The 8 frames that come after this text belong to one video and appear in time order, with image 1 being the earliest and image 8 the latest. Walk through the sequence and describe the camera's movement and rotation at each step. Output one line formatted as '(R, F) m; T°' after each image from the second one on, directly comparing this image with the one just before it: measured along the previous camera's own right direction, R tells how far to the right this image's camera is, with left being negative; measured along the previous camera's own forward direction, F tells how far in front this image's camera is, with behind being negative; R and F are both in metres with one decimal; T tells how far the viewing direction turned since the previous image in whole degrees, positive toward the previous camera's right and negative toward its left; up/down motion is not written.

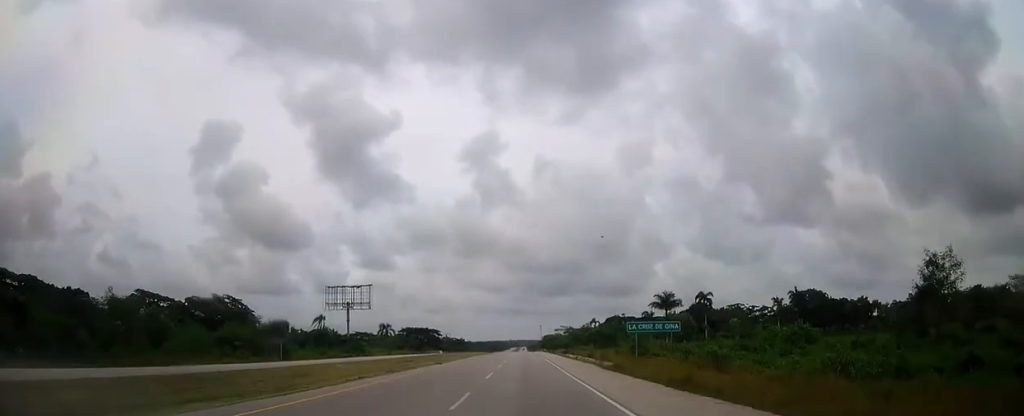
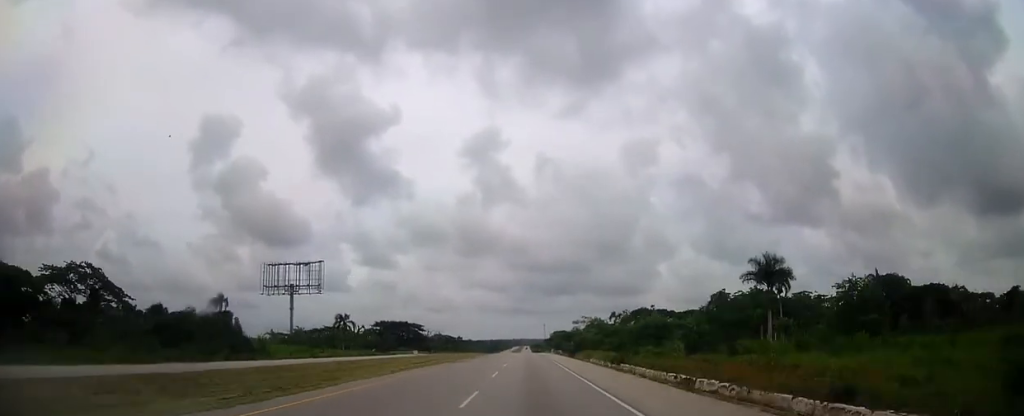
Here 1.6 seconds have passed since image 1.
(-0.1, +46.9) m; 0°
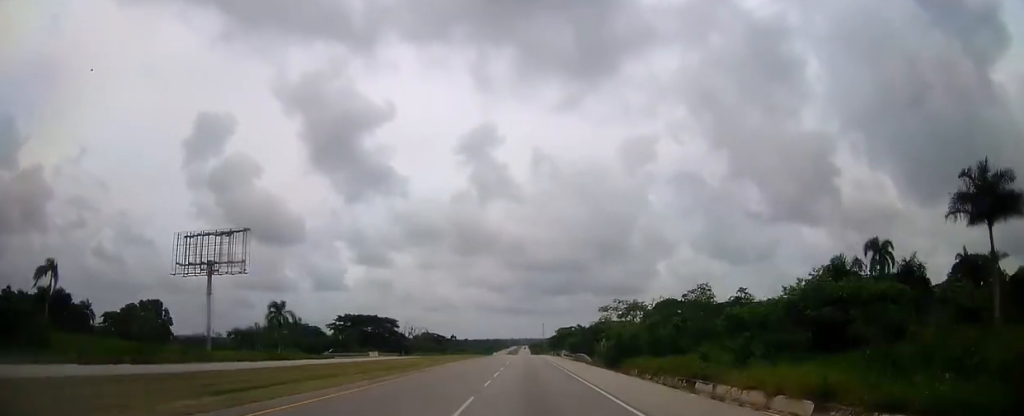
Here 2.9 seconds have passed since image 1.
(+0.1, +37.7) m; 0°
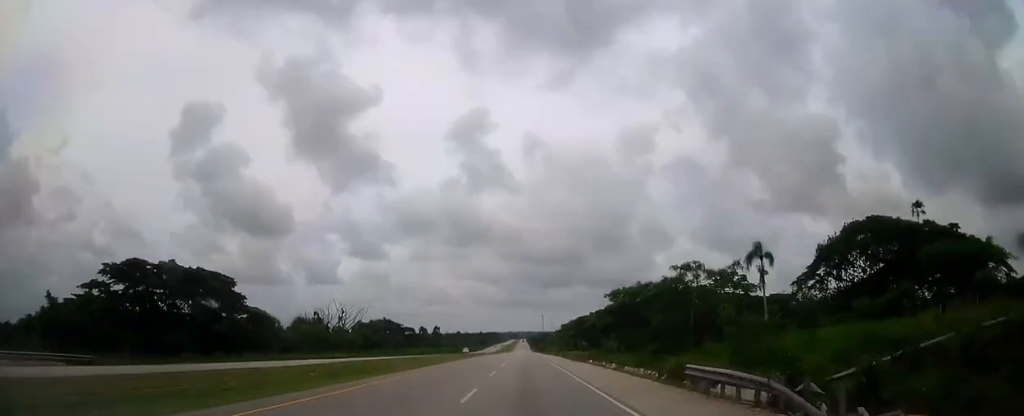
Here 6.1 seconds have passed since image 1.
(+0.1, +93.1) m; 0°
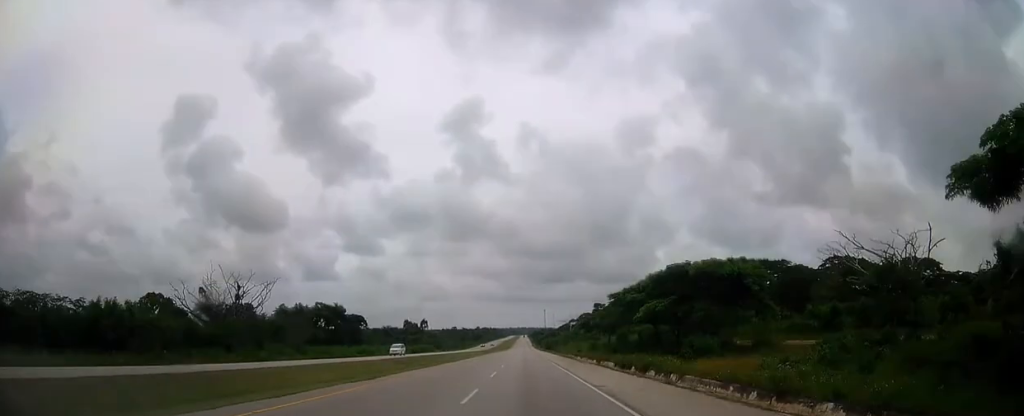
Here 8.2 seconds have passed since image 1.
(0.0, +60.9) m; 0°
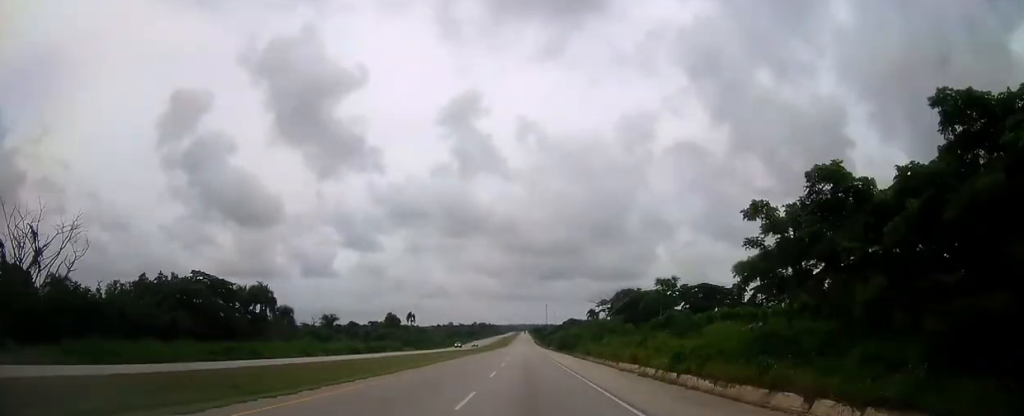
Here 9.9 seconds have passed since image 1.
(0.0, +49.2) m; 0°
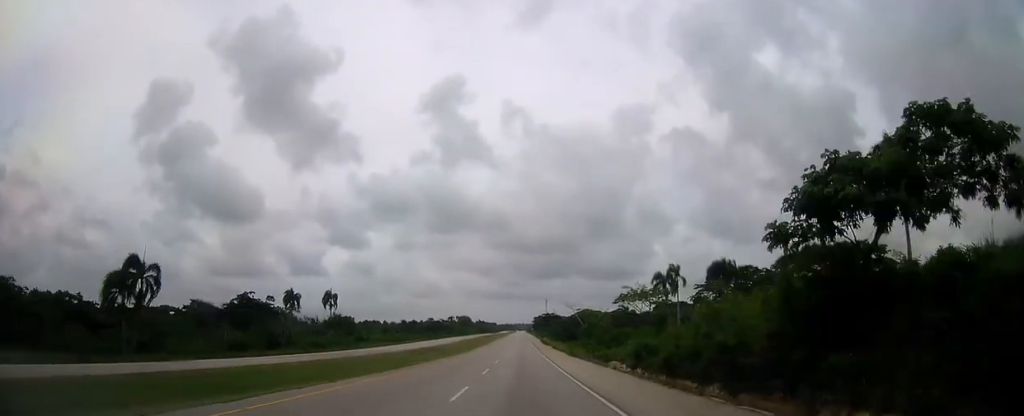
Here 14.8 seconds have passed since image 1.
(+0.5, +142.5) m; 0°
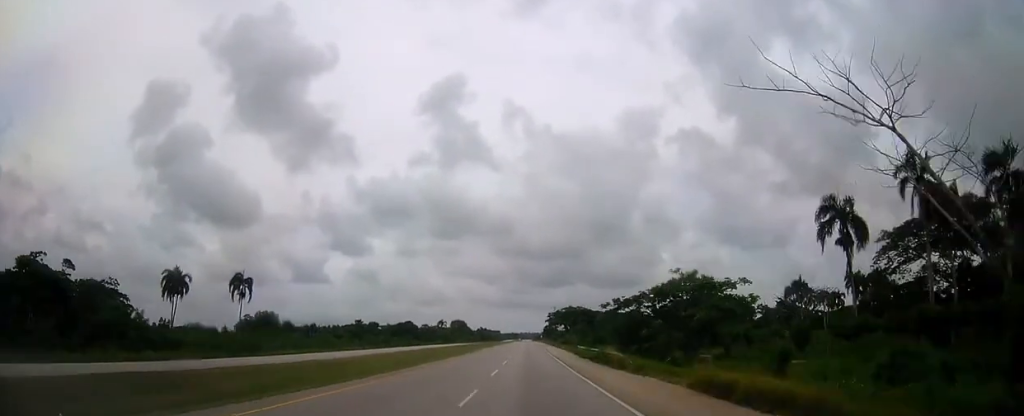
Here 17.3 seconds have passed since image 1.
(-0.3, +73.0) m; 0°
